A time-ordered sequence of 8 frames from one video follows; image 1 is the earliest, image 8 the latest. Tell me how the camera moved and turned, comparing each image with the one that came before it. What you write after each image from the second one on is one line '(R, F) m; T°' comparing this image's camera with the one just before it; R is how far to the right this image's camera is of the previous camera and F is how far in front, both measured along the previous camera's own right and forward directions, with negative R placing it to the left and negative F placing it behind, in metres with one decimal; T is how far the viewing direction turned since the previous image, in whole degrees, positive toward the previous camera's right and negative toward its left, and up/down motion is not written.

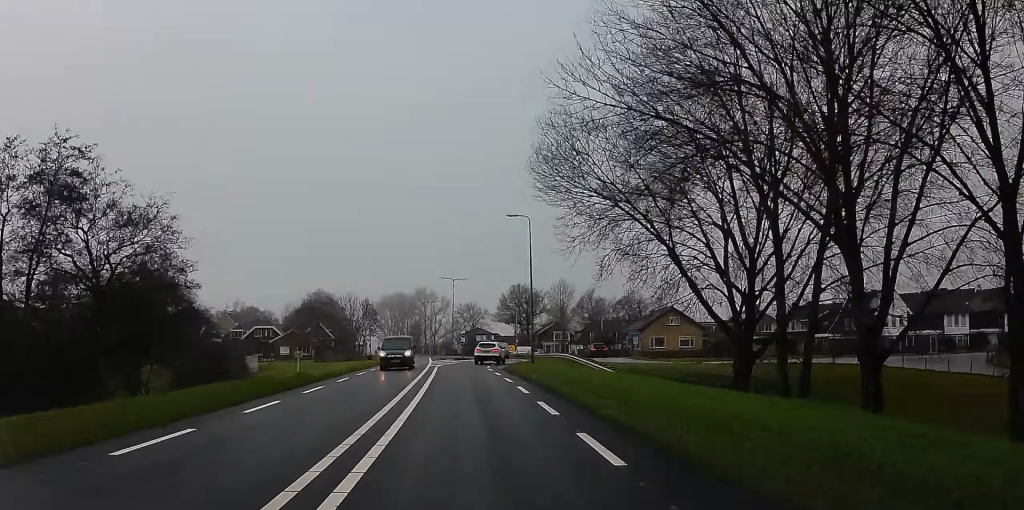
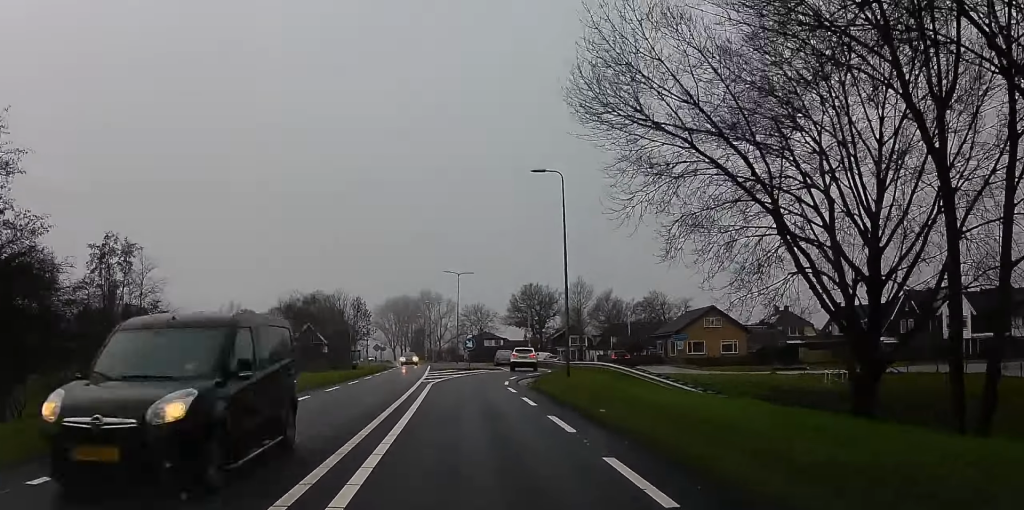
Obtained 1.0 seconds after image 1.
(0.0, +14.2) m; -1°
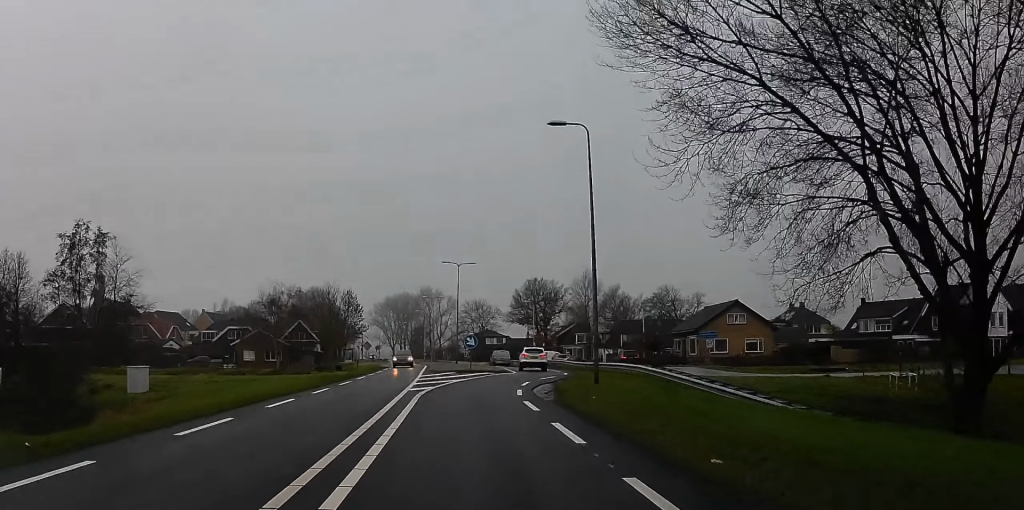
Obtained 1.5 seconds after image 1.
(0.0, +7.2) m; 0°
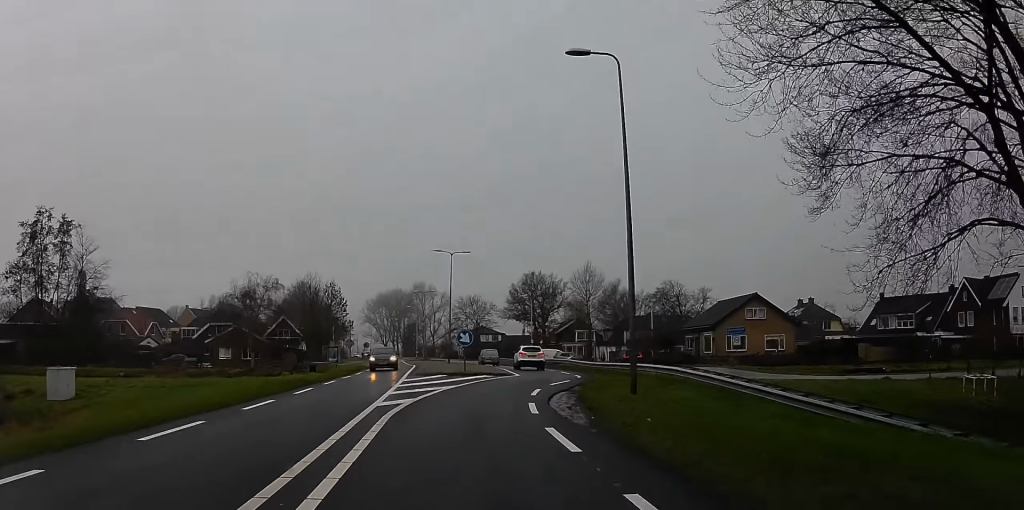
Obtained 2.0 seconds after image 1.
(-0.3, +7.0) m; +2°
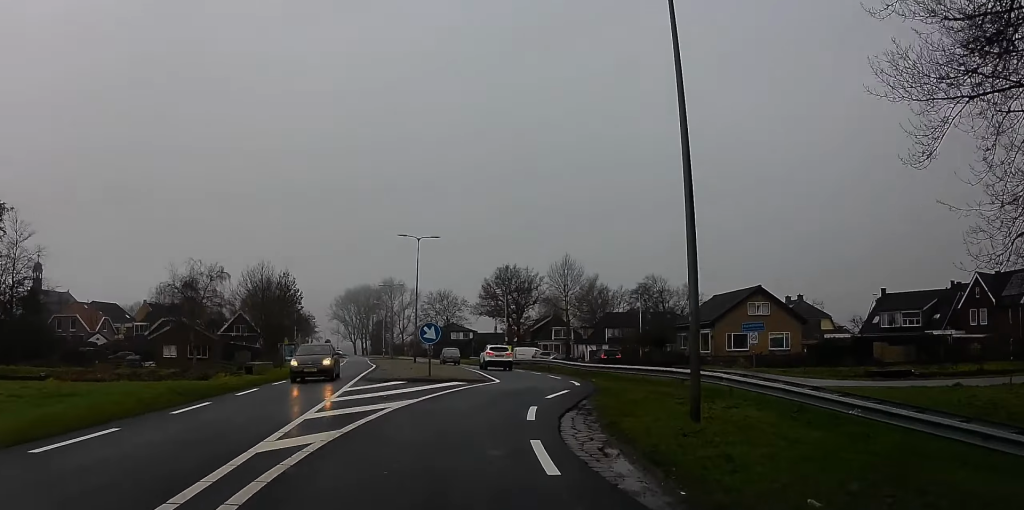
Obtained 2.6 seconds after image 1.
(+0.1, +7.4) m; +2°
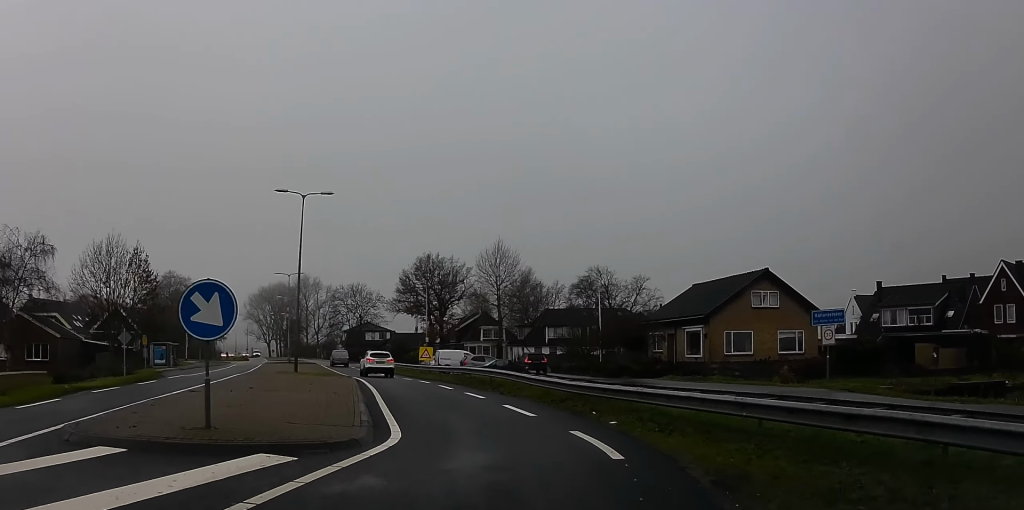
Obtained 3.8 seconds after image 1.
(+0.6, +16.5) m; +2°
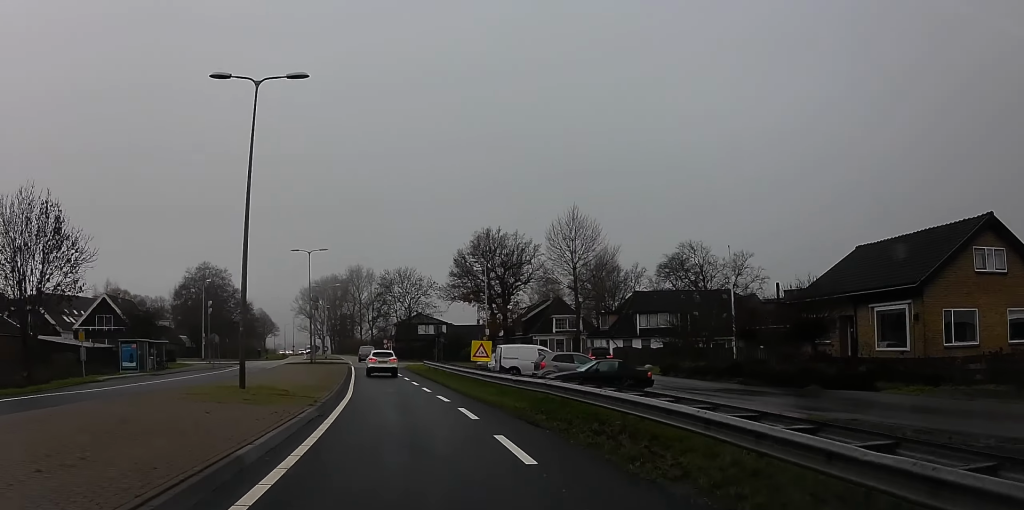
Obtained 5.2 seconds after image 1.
(+0.7, +17.7) m; -1°
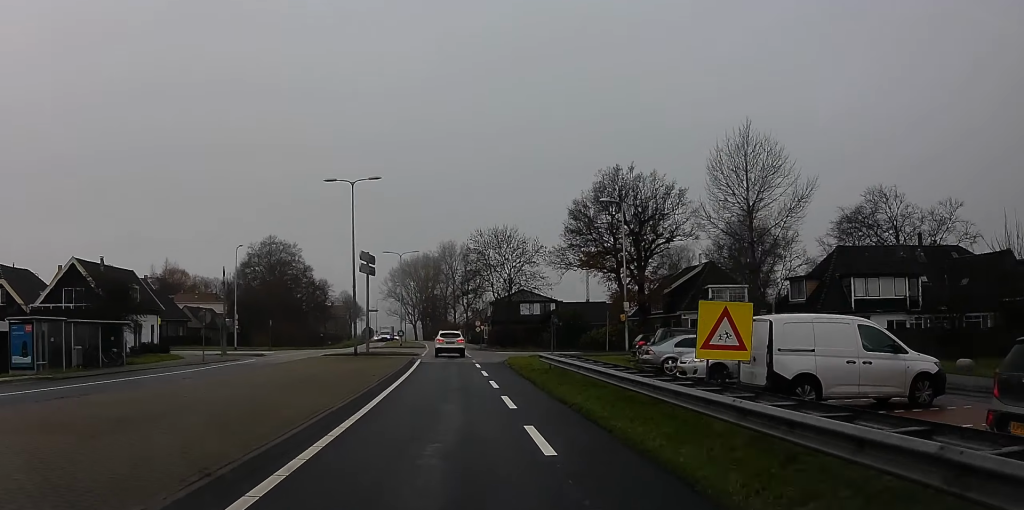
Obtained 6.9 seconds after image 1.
(-4.1, +23.7) m; -12°
